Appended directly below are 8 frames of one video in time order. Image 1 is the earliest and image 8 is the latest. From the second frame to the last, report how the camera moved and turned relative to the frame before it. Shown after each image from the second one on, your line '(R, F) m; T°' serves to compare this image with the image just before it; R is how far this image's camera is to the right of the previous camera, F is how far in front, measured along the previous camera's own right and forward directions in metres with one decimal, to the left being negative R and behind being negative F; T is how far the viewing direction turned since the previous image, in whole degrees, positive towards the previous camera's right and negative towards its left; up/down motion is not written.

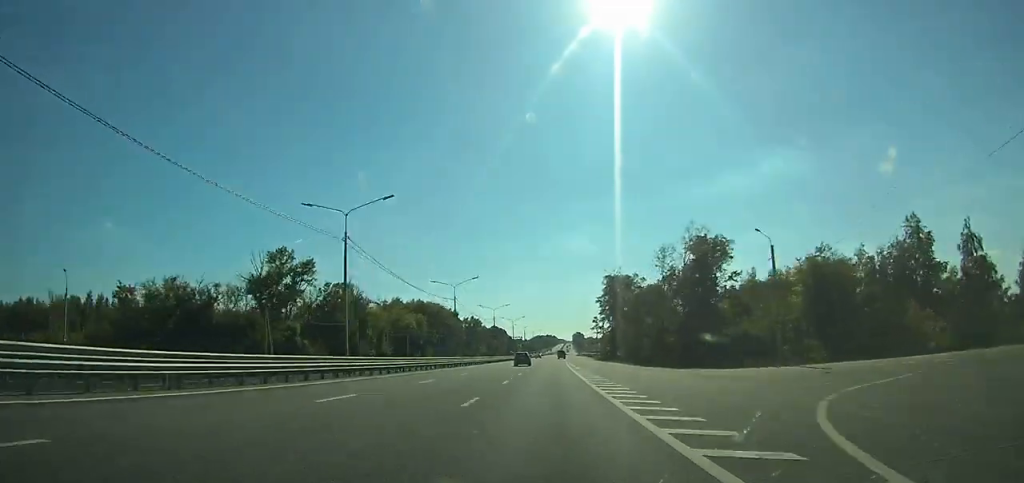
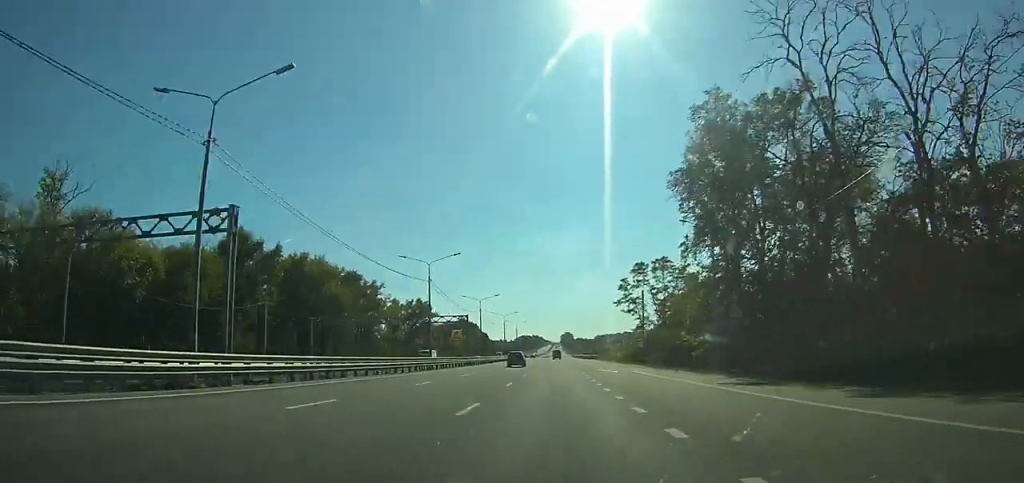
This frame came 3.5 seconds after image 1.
(+1.2, +93.3) m; +1°
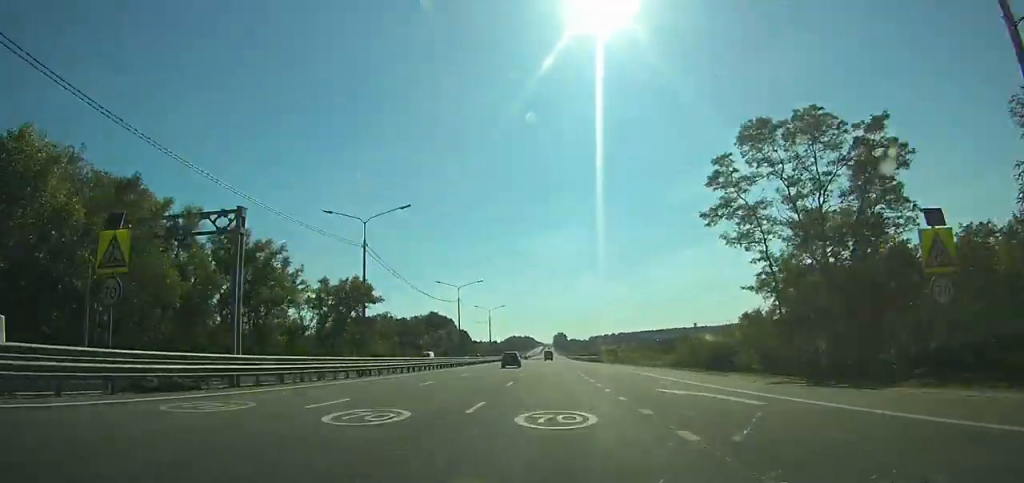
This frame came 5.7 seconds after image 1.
(+0.5, +60.1) m; 0°
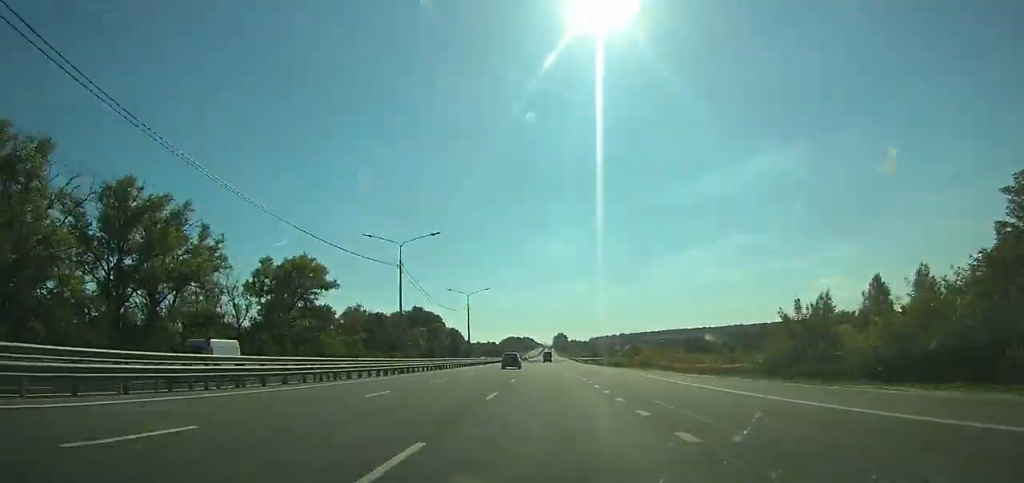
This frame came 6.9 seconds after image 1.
(+0.1, +32.2) m; 0°
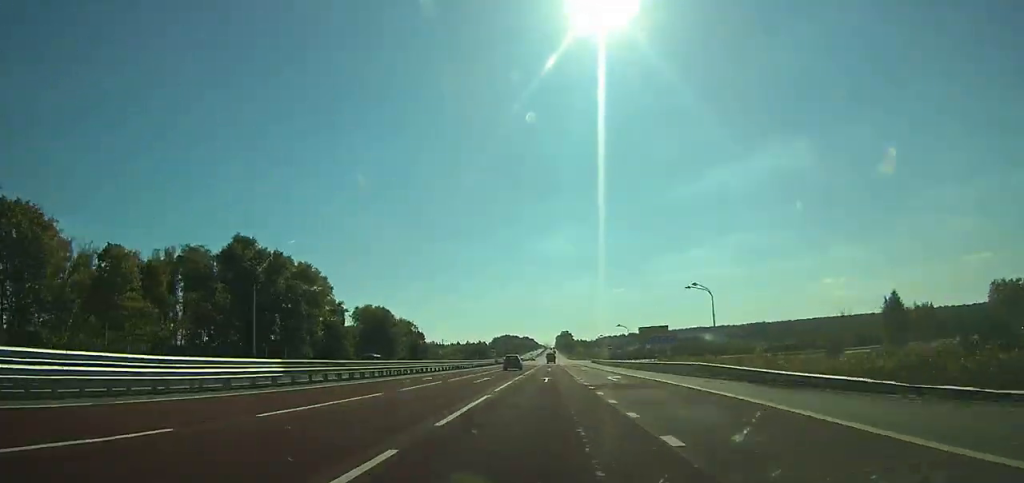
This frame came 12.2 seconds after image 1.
(0.0, +136.0) m; 0°
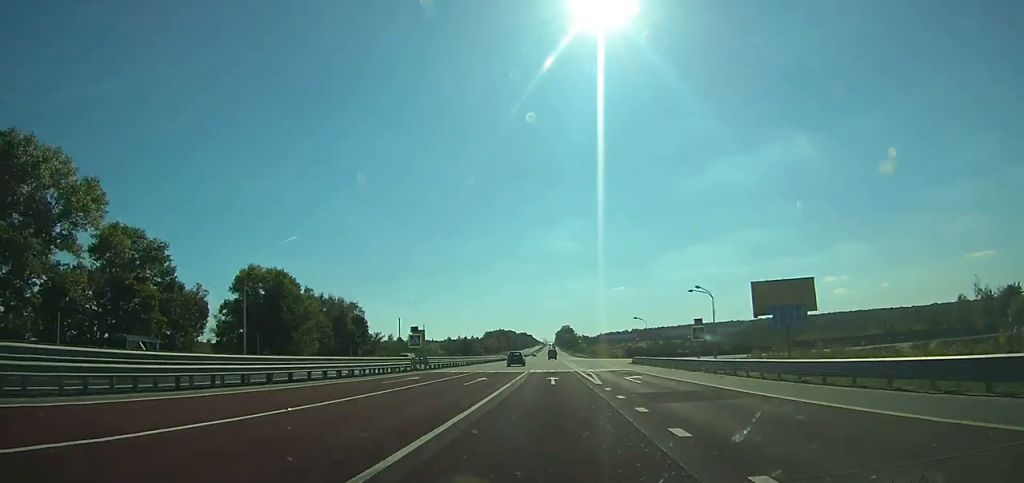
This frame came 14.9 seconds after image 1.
(+0.1, +64.9) m; 0°
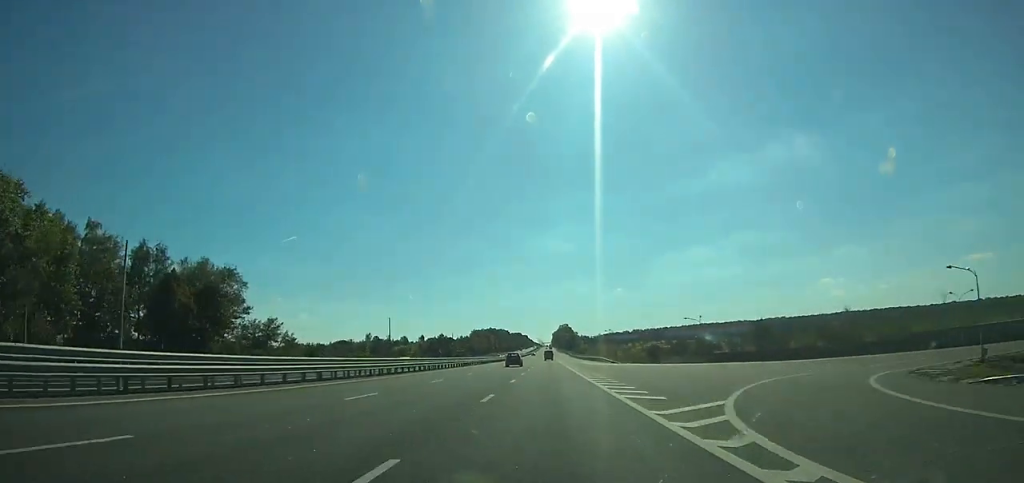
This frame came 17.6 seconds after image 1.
(+0.1, +64.6) m; 0°
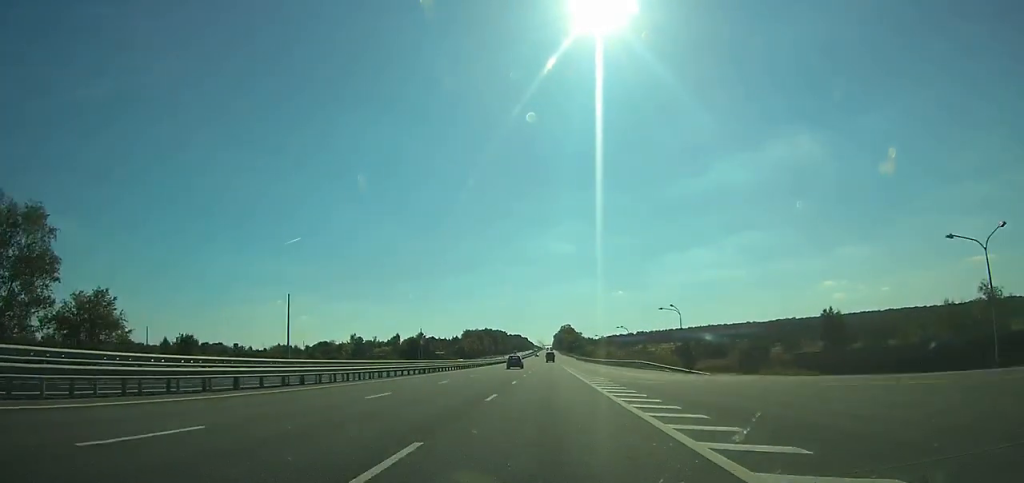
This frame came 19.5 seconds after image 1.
(+0.1, +47.6) m; 0°
